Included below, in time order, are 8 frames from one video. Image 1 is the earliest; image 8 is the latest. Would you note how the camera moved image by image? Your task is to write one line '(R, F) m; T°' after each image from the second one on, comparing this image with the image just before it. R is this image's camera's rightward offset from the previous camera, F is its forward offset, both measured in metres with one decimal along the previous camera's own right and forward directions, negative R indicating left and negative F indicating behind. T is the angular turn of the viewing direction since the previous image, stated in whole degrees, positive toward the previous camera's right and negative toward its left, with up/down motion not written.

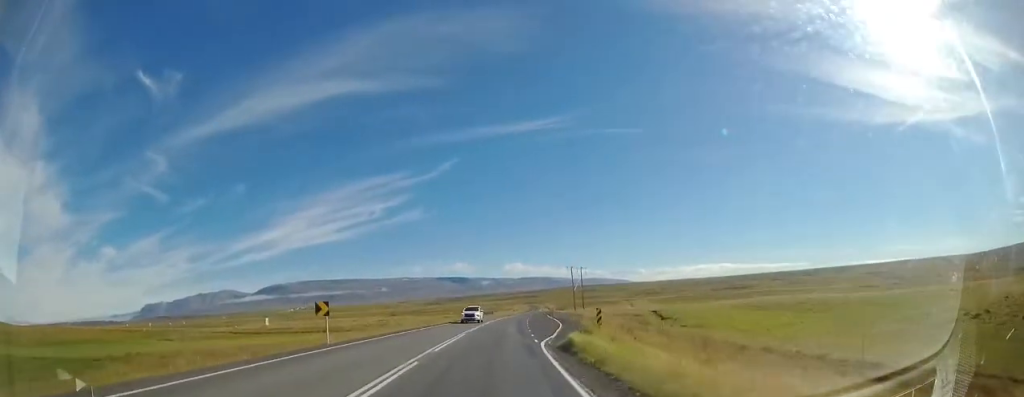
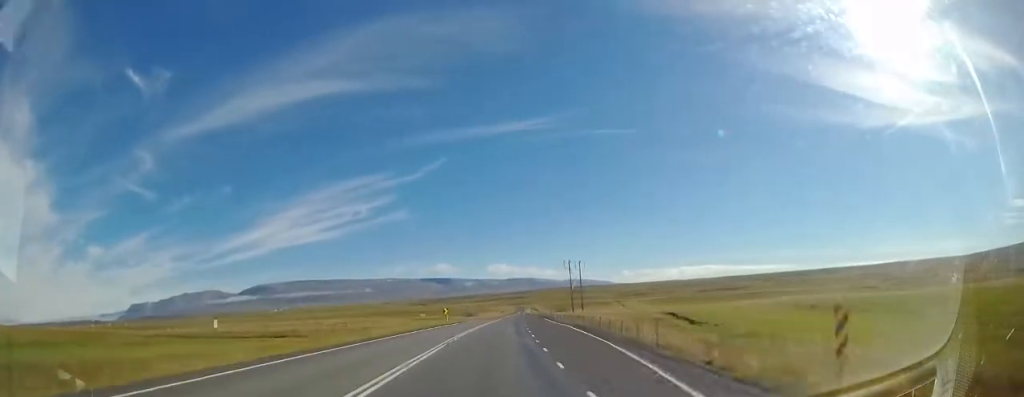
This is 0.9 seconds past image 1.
(+0.4, +18.9) m; +1°
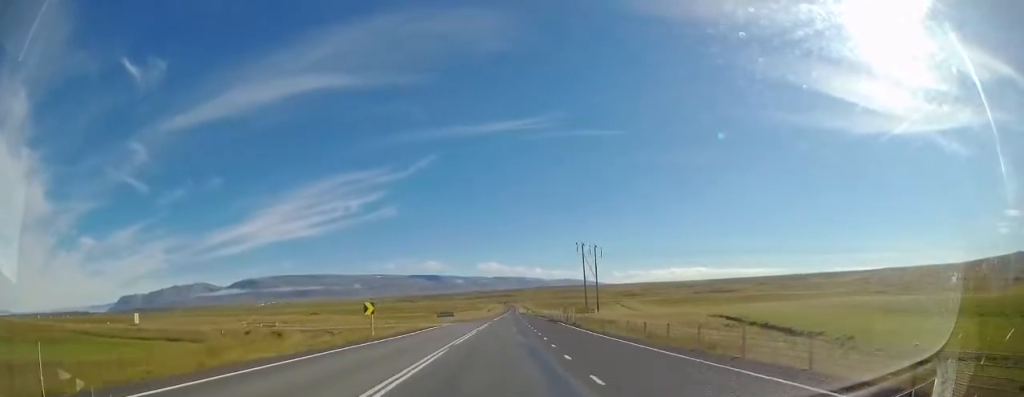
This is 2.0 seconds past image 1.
(+0.2, +26.0) m; +1°
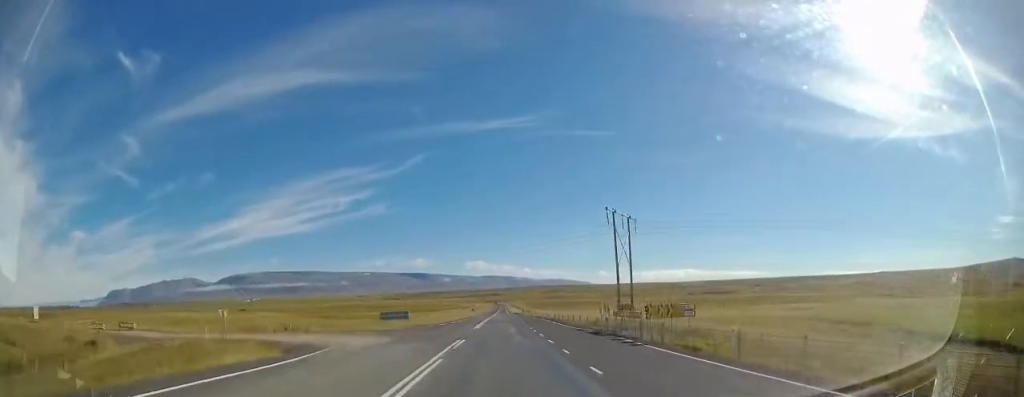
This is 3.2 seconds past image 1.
(0.0, +26.9) m; +1°
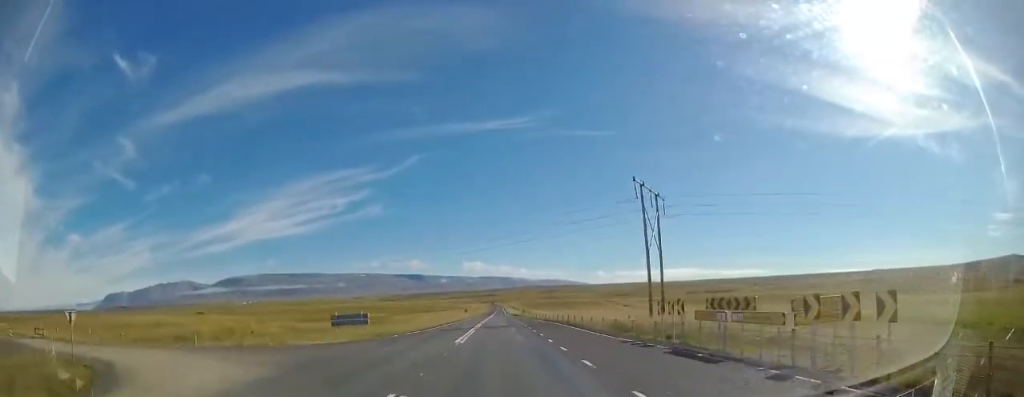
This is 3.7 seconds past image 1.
(+0.3, +11.3) m; +1°
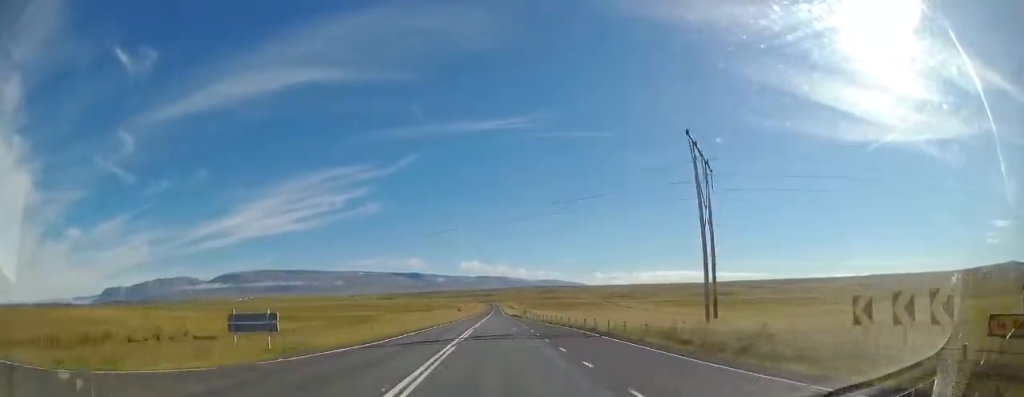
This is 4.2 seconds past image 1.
(+0.1, +11.3) m; +1°
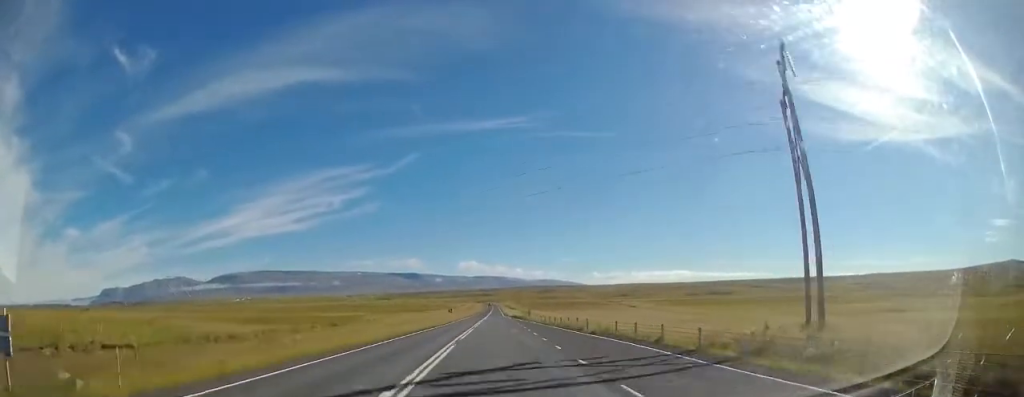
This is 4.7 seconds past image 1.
(+0.2, +11.4) m; 0°
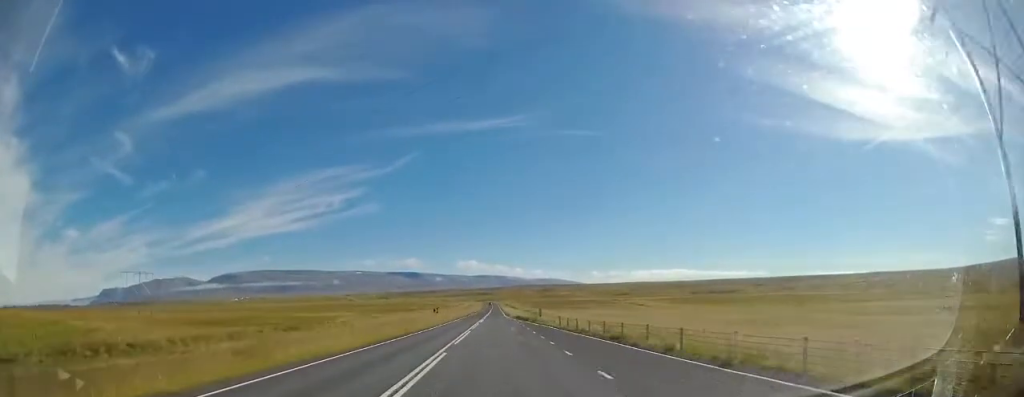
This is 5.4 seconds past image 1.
(+0.2, +14.5) m; 0°
